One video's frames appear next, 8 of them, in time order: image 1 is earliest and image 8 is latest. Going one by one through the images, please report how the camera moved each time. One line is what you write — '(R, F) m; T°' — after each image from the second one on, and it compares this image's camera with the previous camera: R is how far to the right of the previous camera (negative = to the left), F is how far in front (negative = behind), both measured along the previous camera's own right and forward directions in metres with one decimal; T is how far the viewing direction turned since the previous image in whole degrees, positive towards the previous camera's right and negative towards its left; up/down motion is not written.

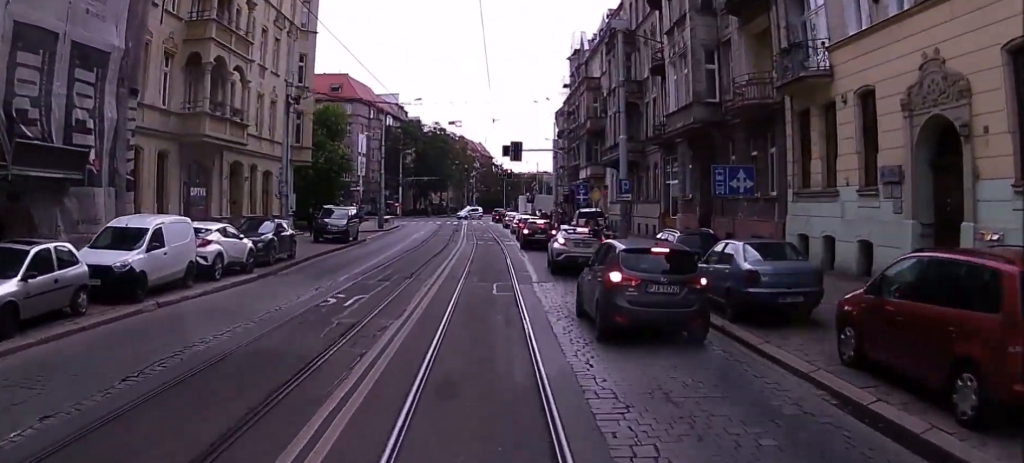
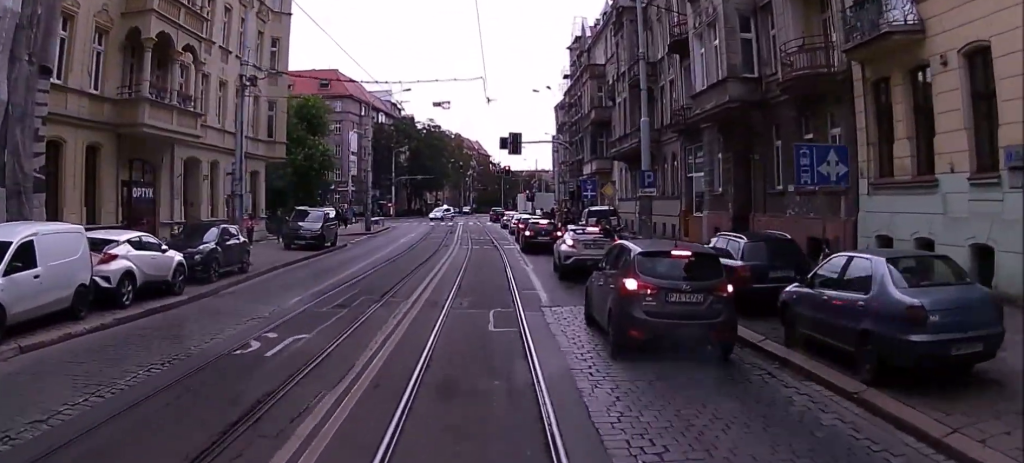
(0.0, +5.3) m; 0°
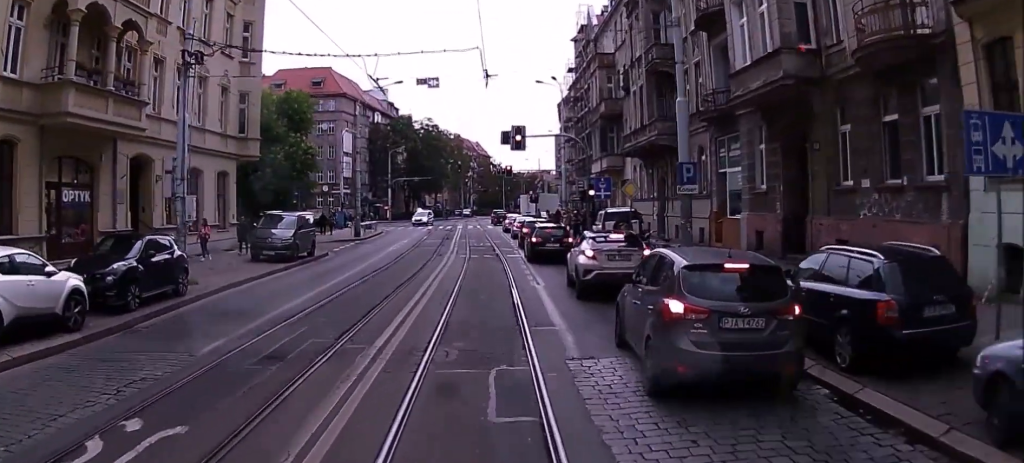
(0.0, +4.9) m; 0°
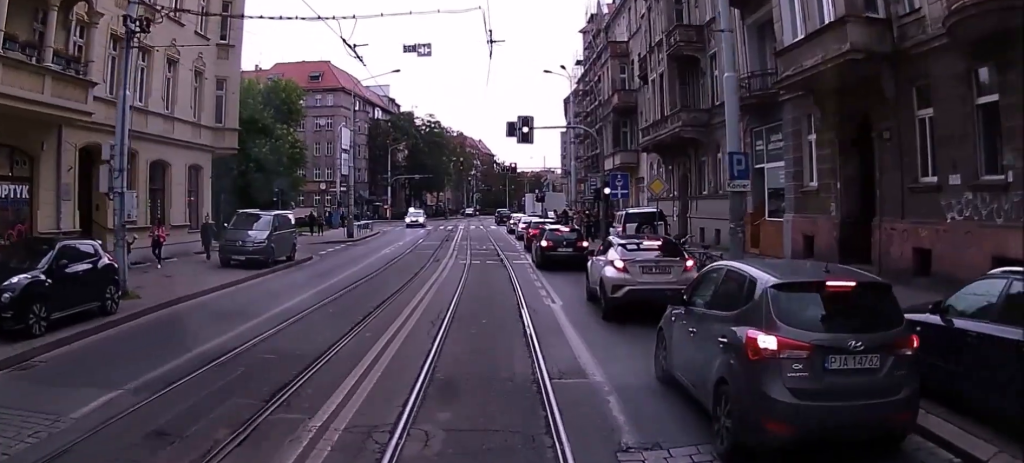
(0.0, +3.9) m; 0°
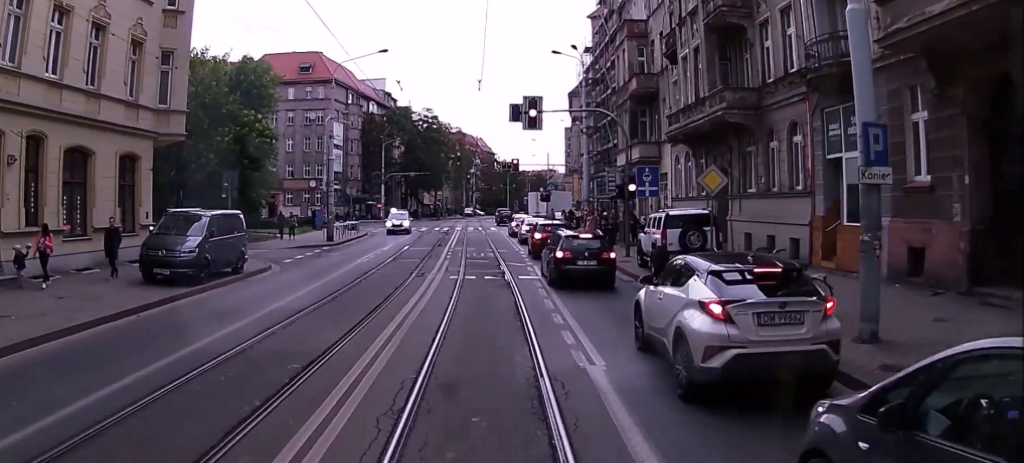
(0.0, +6.2) m; -1°
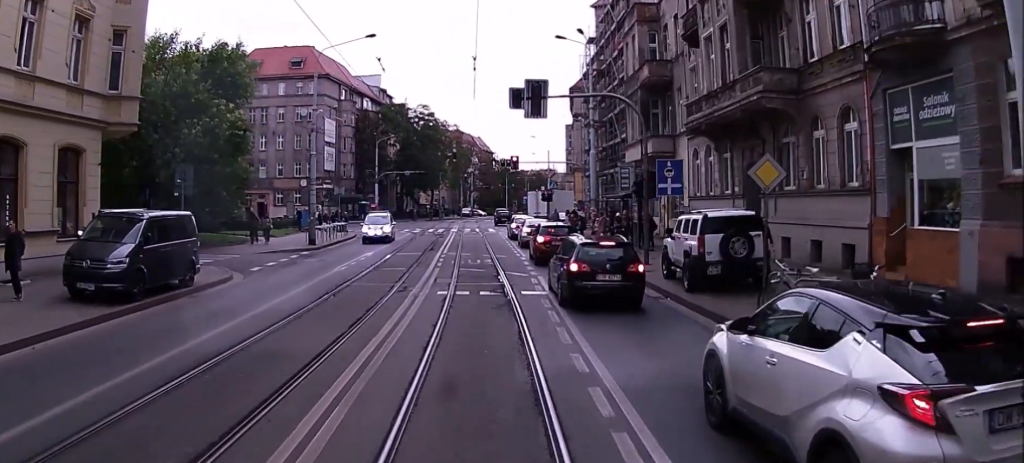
(0.0, +3.9) m; -1°
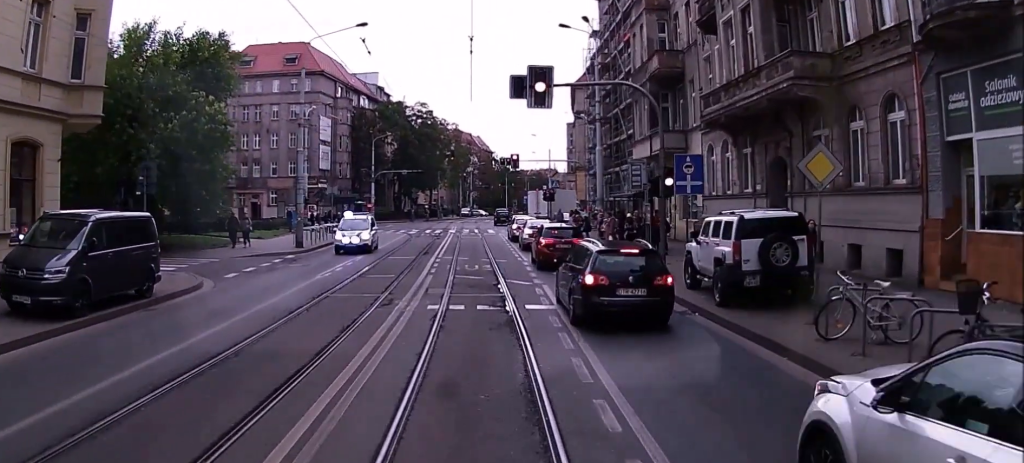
(-0.1, +2.6) m; +2°
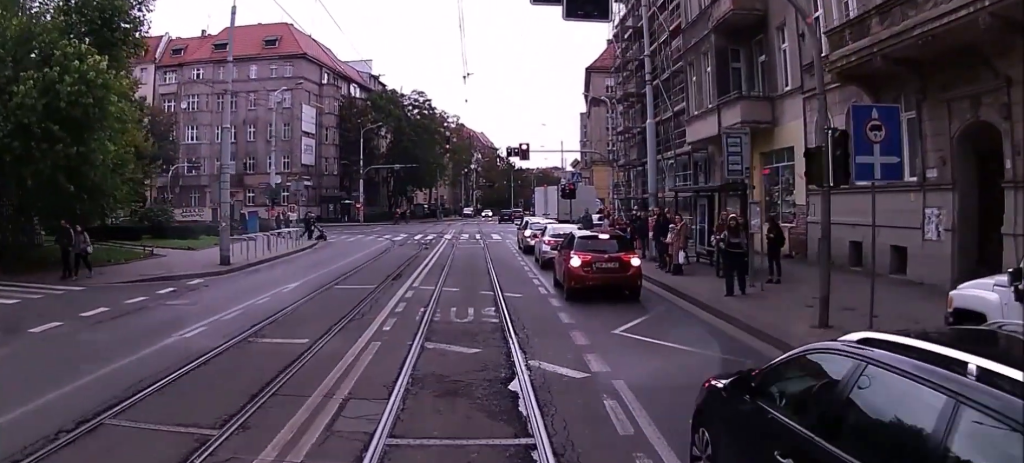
(+1.1, +13.8) m; +3°
